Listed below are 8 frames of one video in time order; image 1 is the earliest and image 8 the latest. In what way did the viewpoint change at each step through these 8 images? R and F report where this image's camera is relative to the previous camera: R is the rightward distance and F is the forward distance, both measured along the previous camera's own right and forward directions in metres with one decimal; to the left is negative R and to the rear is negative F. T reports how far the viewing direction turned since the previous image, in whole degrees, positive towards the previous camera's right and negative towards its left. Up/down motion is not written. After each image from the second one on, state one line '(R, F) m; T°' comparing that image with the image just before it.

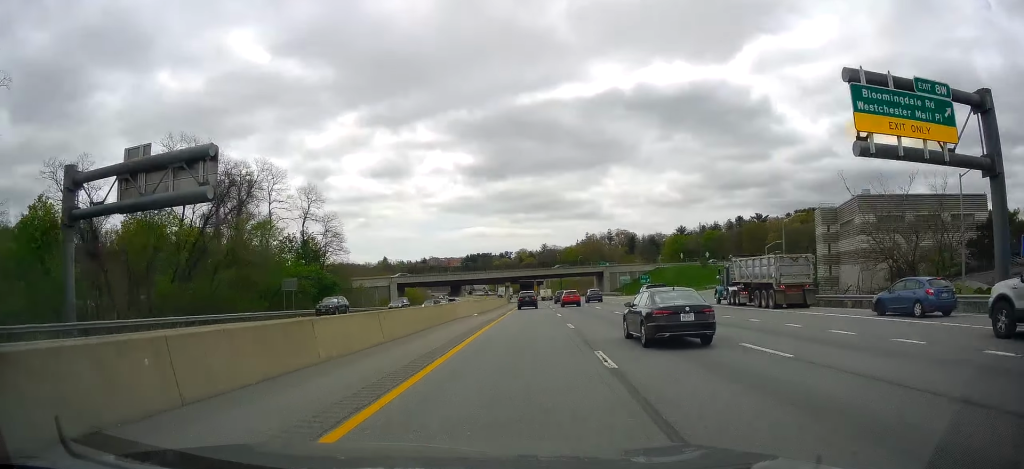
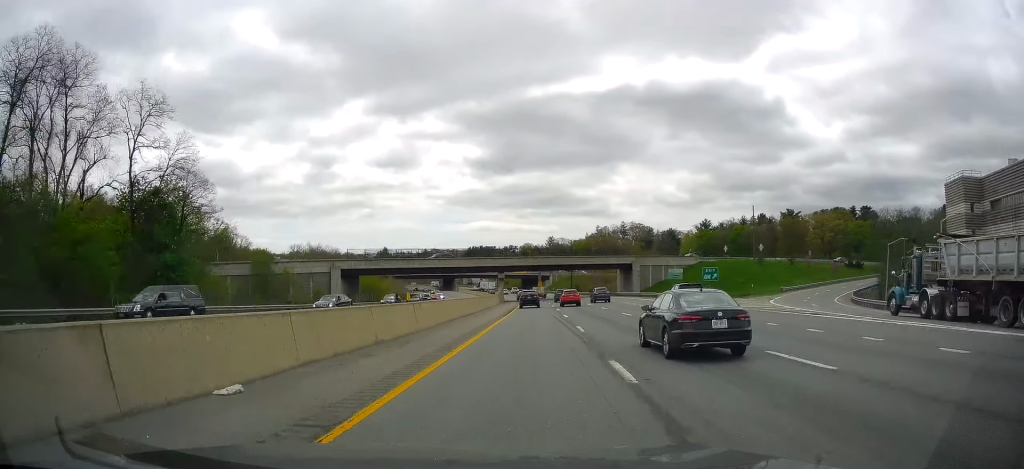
(-0.3, +38.5) m; -1°
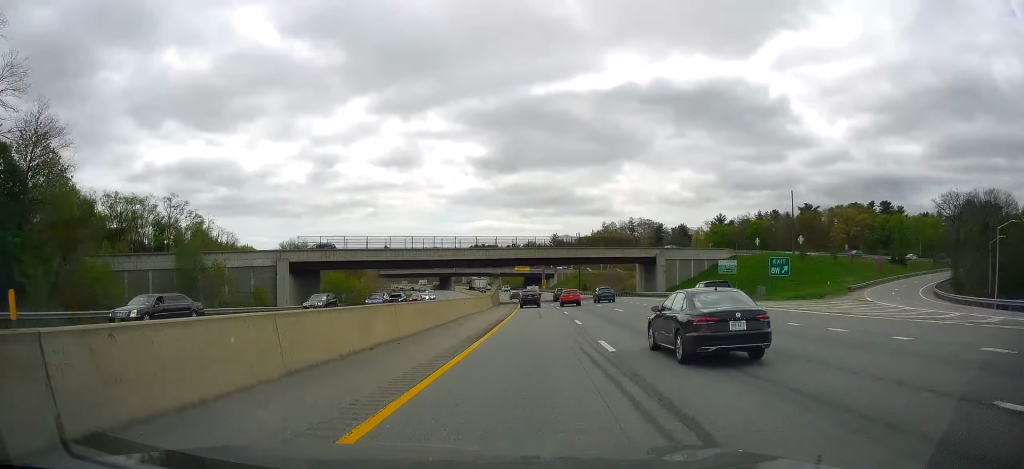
(-0.2, +19.8) m; -1°
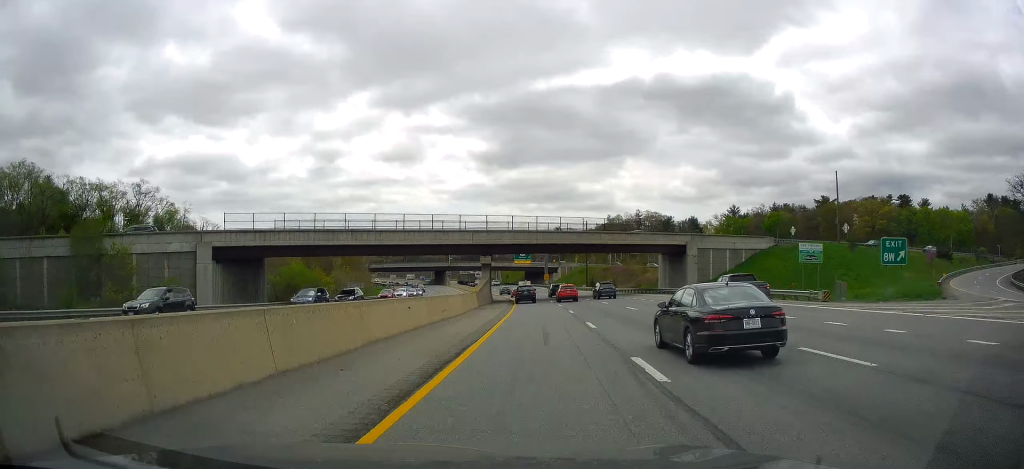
(0.0, +17.7) m; 0°
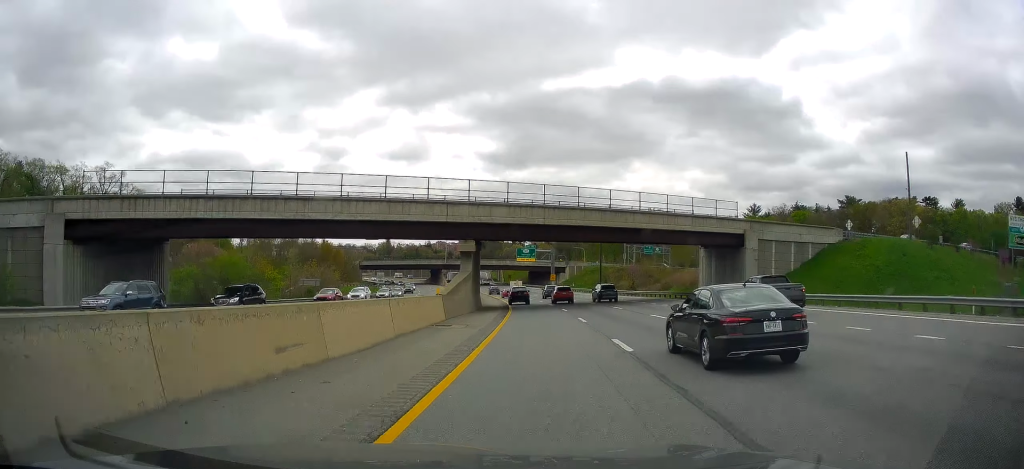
(-0.1, +19.8) m; 0°
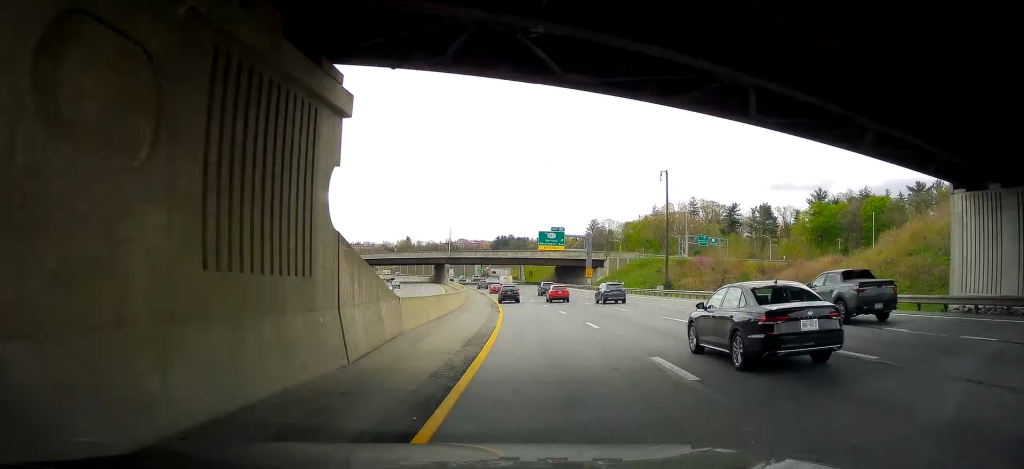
(+0.5, +41.6) m; 0°
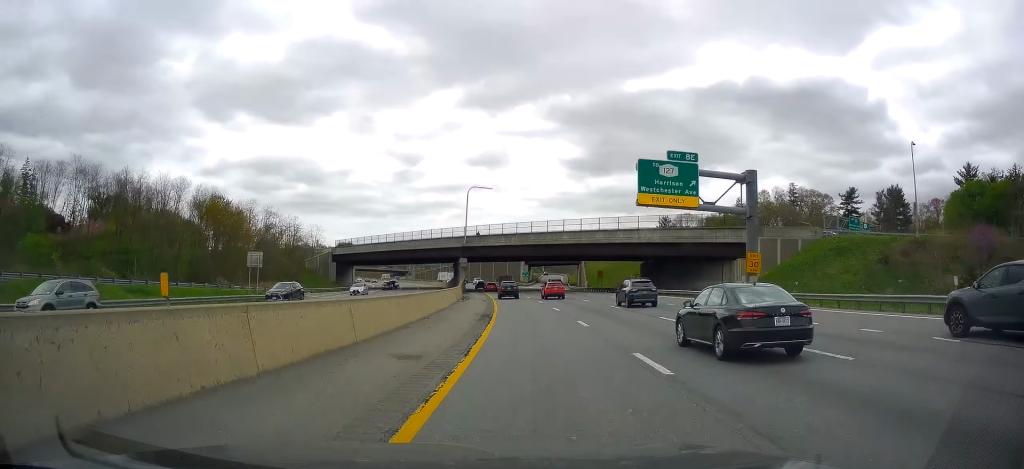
(-2.2, +60.9) m; -4°
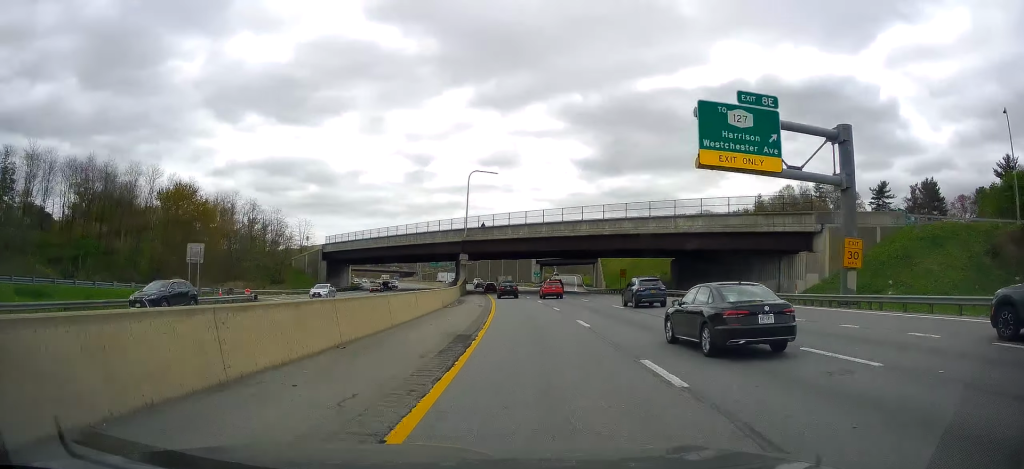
(-0.1, +13.3) m; -1°
